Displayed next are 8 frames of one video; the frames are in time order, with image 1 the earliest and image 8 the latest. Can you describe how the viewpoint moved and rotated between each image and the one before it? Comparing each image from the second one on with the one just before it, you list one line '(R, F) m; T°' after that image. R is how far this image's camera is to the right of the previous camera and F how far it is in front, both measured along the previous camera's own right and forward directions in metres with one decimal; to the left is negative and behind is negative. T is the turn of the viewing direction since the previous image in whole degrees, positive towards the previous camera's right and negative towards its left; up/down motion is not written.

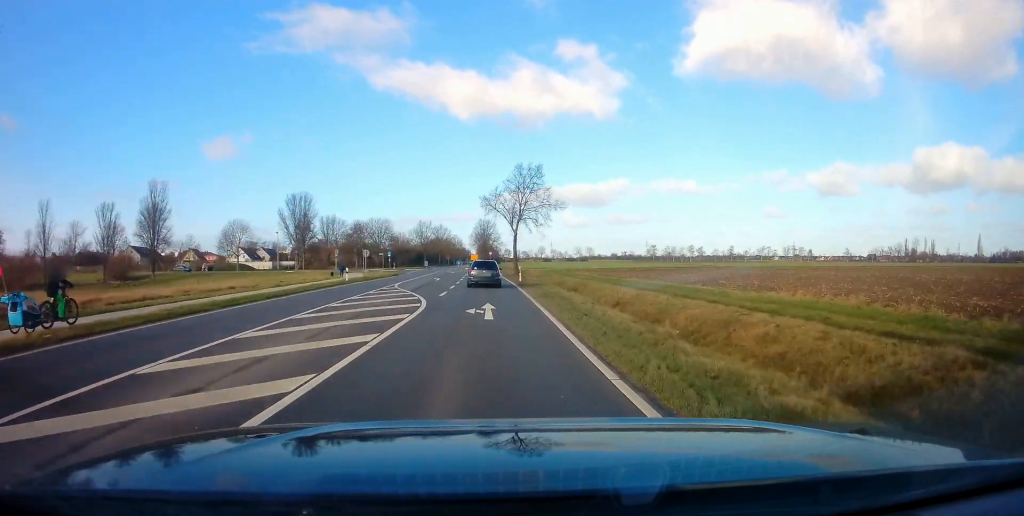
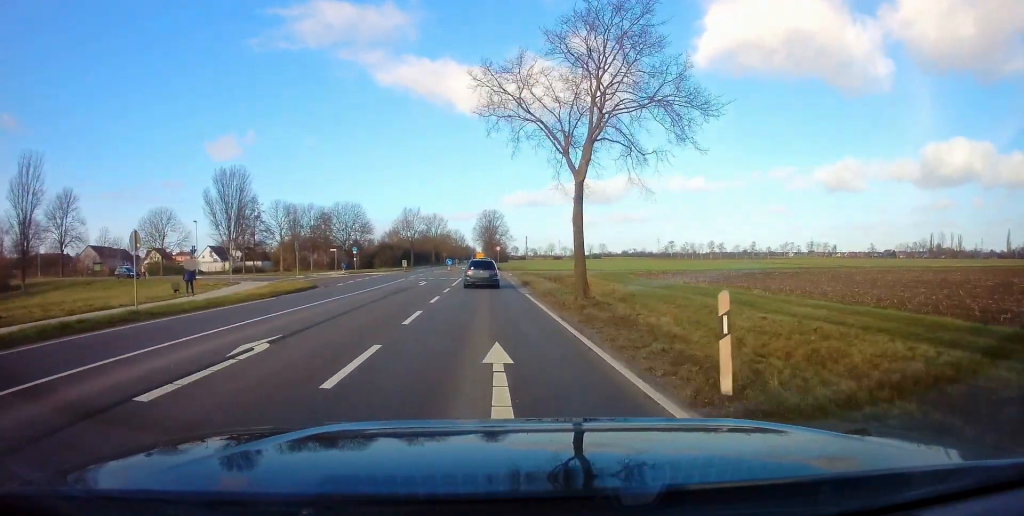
(+0.6, +33.7) m; +1°
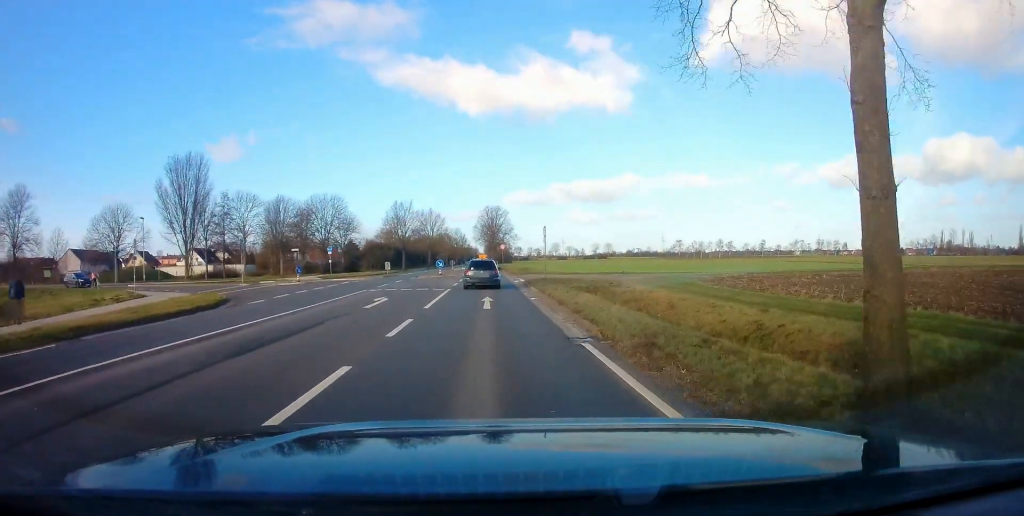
(-0.2, +13.7) m; -1°
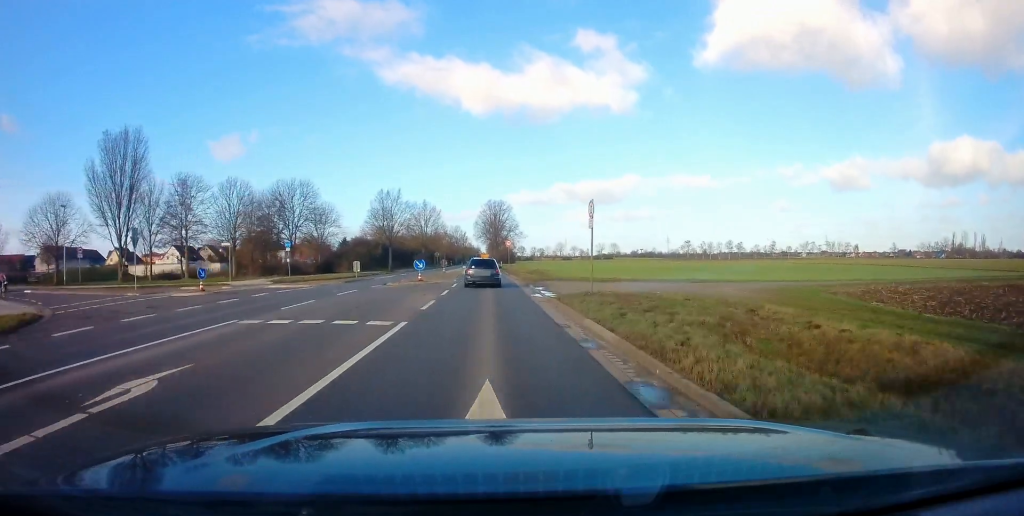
(-0.2, +14.6) m; -1°
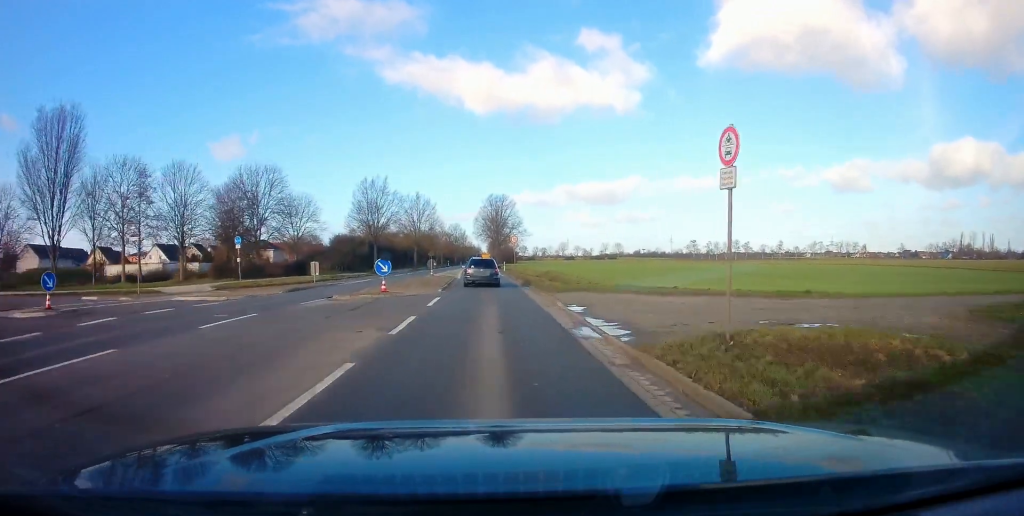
(-0.1, +10.9) m; +1°
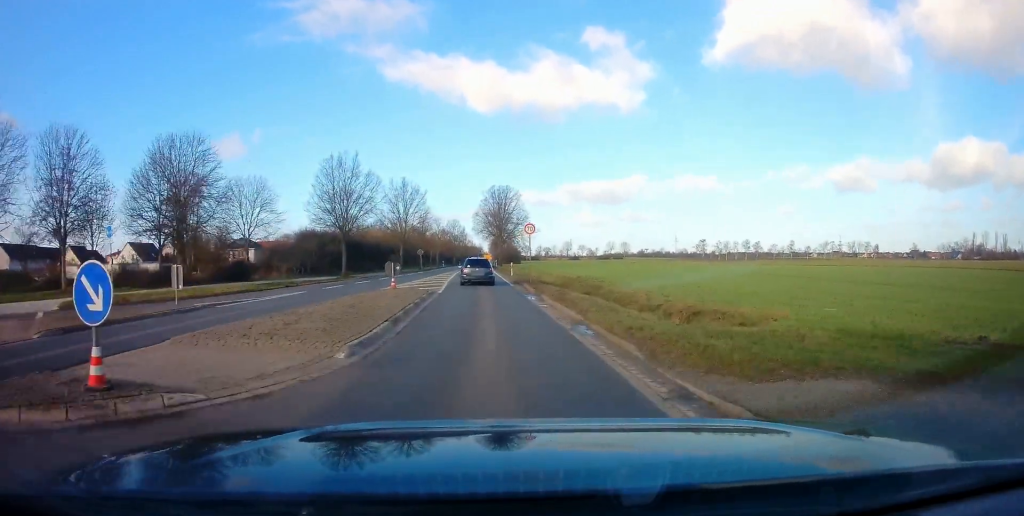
(+0.3, +15.7) m; 0°
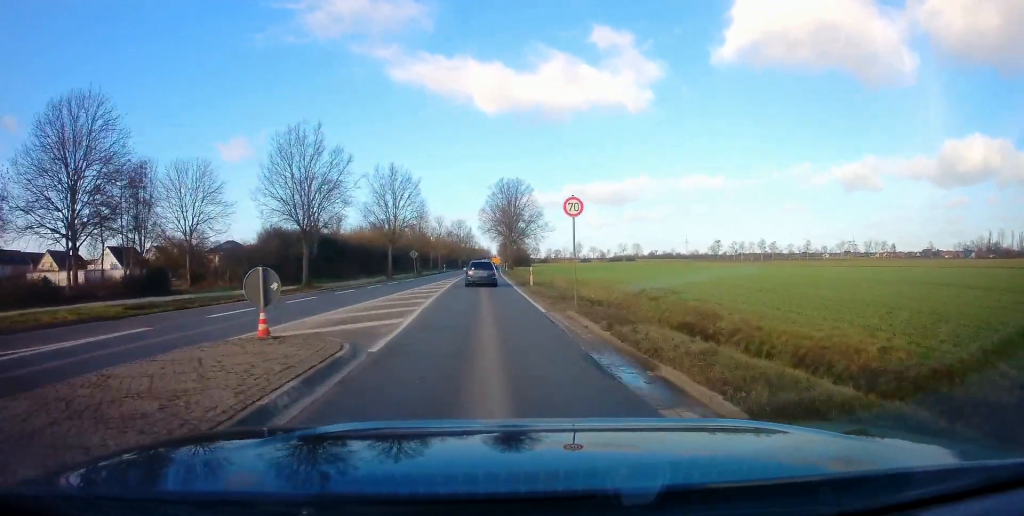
(-0.2, +13.6) m; -2°
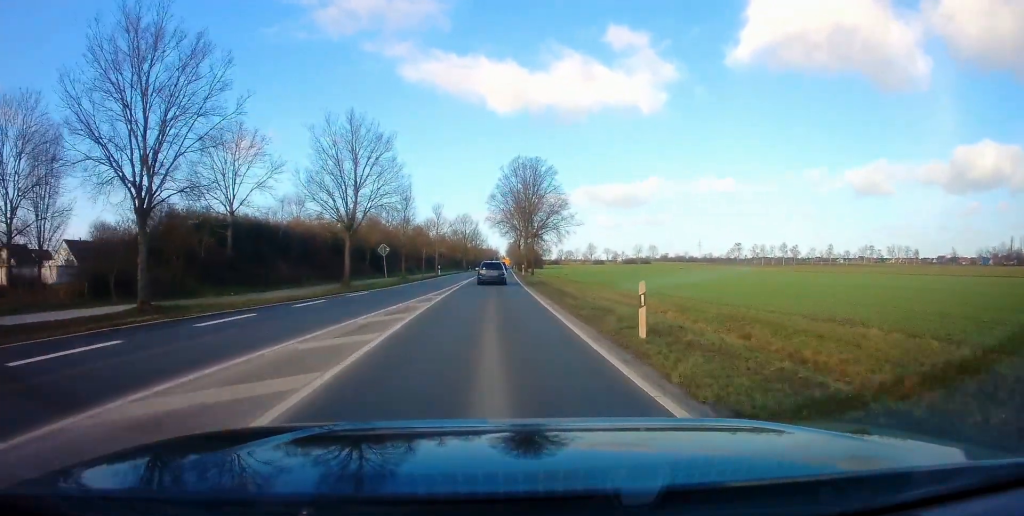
(-0.4, +21.1) m; 0°
